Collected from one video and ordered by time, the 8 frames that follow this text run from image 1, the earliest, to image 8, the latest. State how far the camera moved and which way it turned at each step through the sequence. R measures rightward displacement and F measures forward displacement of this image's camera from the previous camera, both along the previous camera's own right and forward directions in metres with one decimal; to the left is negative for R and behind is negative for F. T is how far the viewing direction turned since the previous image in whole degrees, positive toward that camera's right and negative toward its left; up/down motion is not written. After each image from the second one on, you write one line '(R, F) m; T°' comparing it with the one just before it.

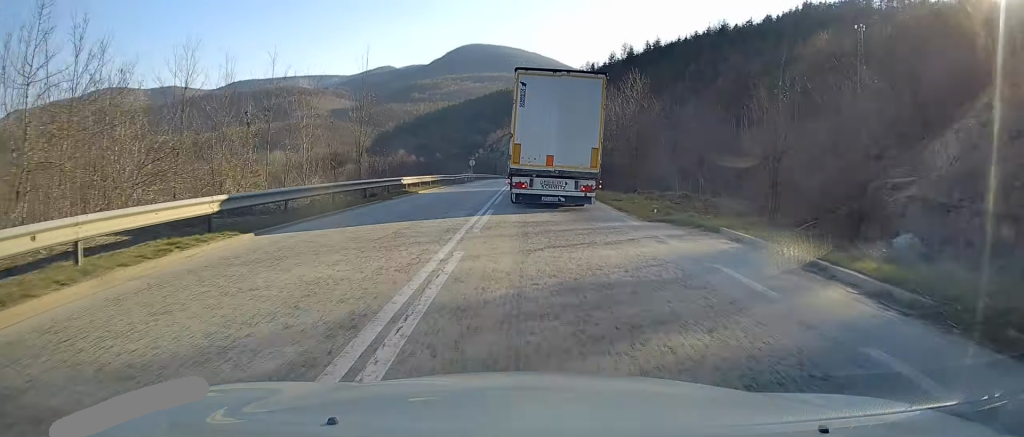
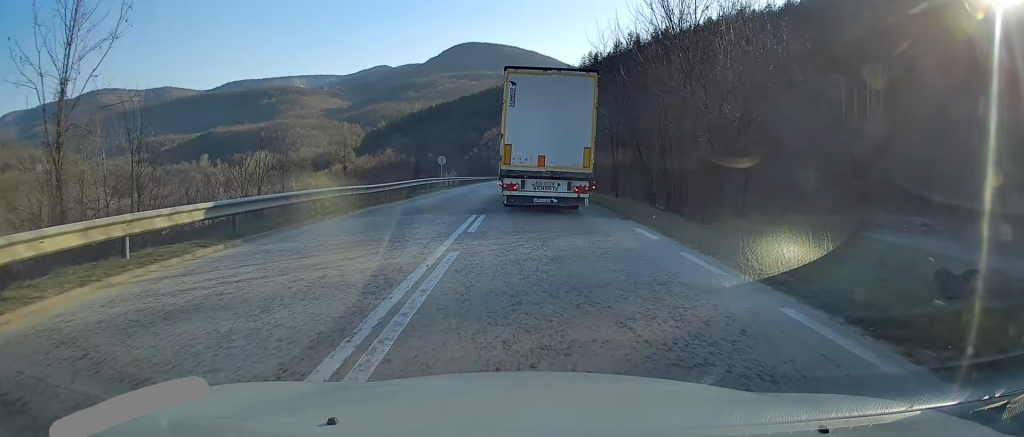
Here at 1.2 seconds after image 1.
(-0.1, +26.6) m; -1°
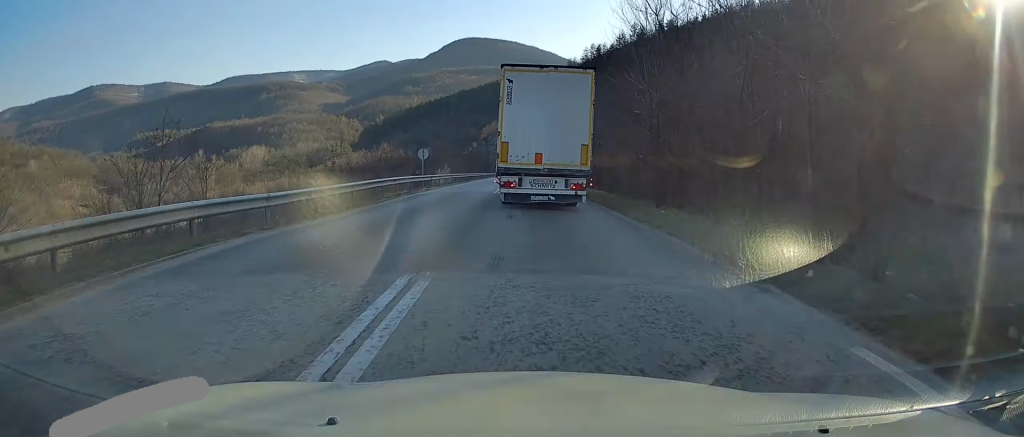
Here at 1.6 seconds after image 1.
(0.0, +9.6) m; 0°
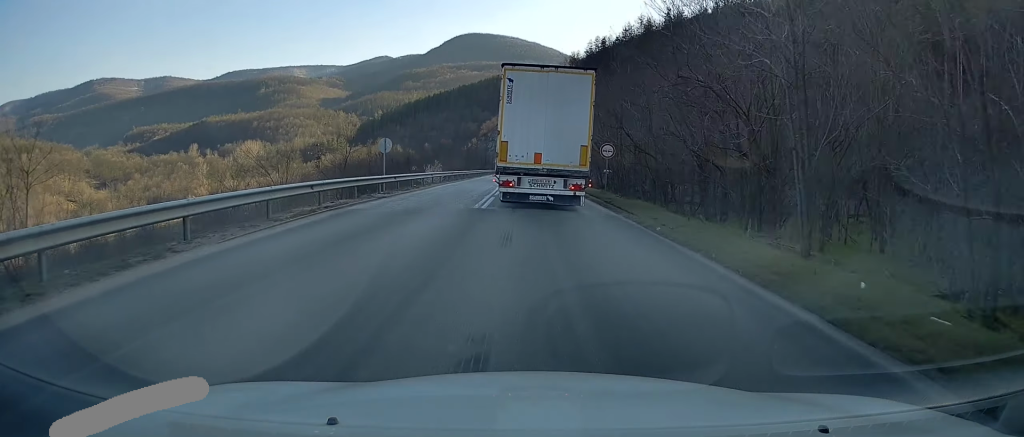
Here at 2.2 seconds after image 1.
(0.0, +11.7) m; 0°
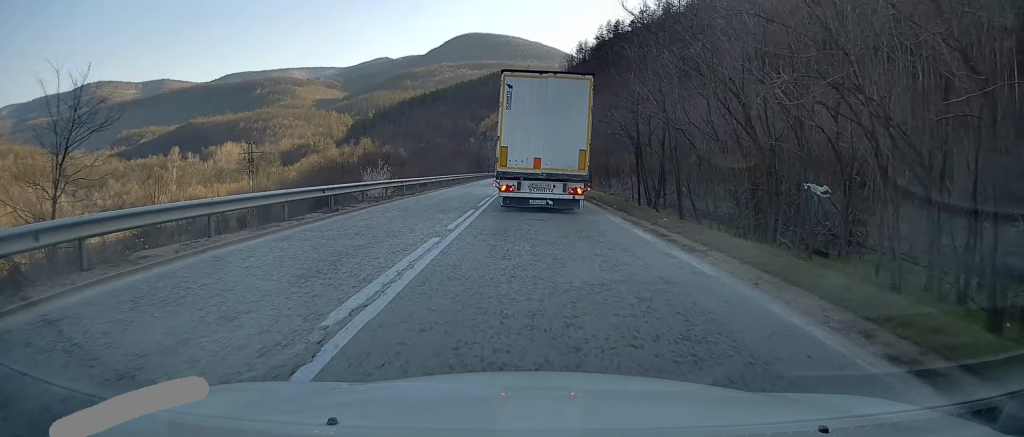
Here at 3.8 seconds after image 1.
(+0.1, +35.1) m; 0°
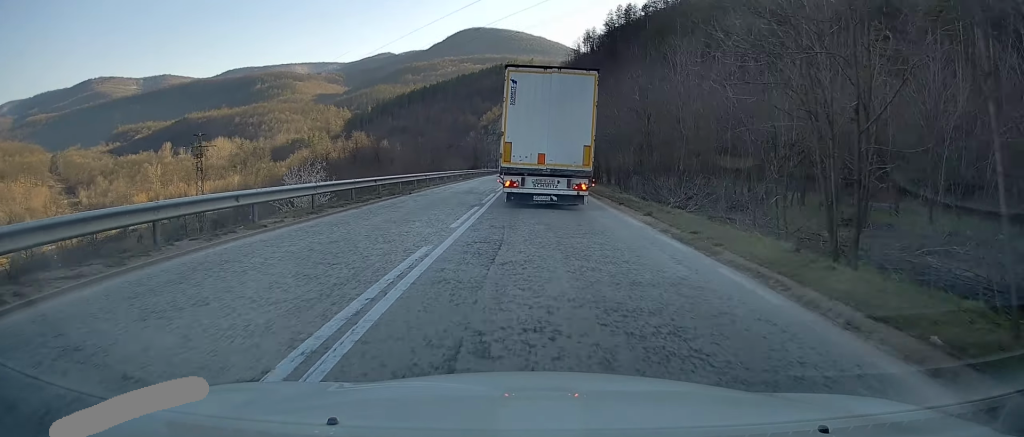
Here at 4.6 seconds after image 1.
(-0.1, +18.2) m; 0°
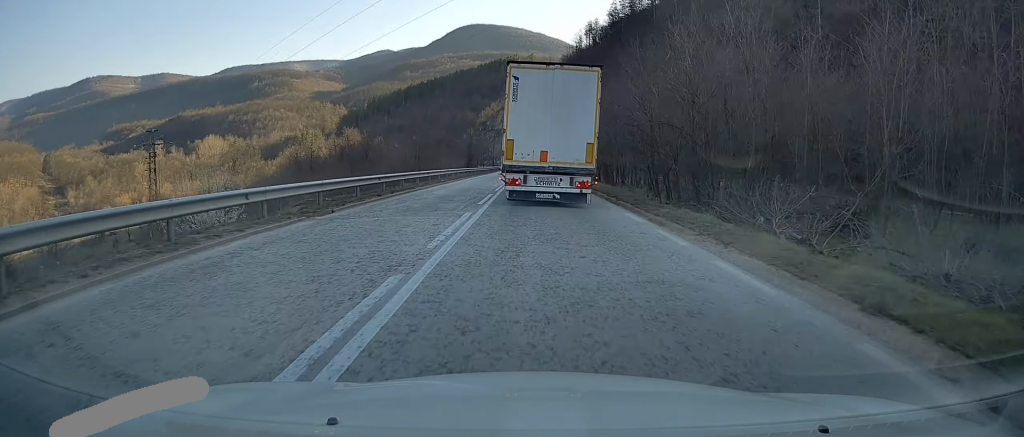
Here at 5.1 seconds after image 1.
(0.0, +11.7) m; 0°
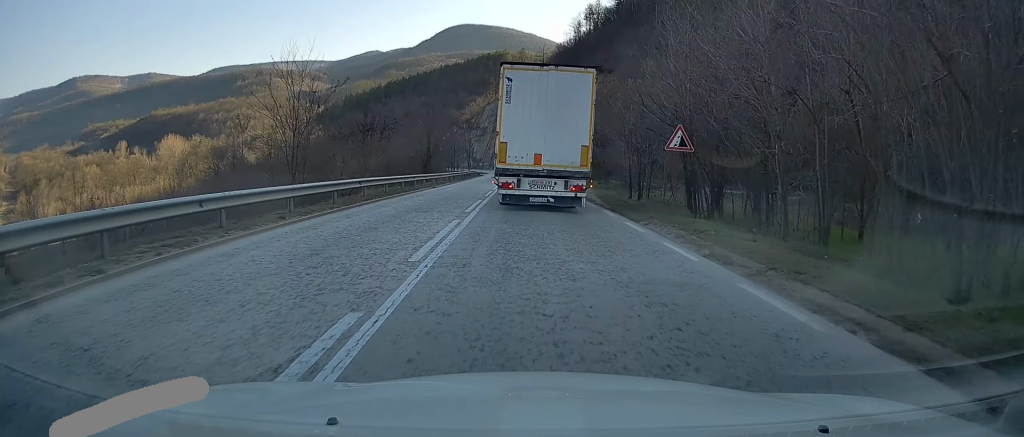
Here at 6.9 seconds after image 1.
(+0.3, +37.7) m; 0°
